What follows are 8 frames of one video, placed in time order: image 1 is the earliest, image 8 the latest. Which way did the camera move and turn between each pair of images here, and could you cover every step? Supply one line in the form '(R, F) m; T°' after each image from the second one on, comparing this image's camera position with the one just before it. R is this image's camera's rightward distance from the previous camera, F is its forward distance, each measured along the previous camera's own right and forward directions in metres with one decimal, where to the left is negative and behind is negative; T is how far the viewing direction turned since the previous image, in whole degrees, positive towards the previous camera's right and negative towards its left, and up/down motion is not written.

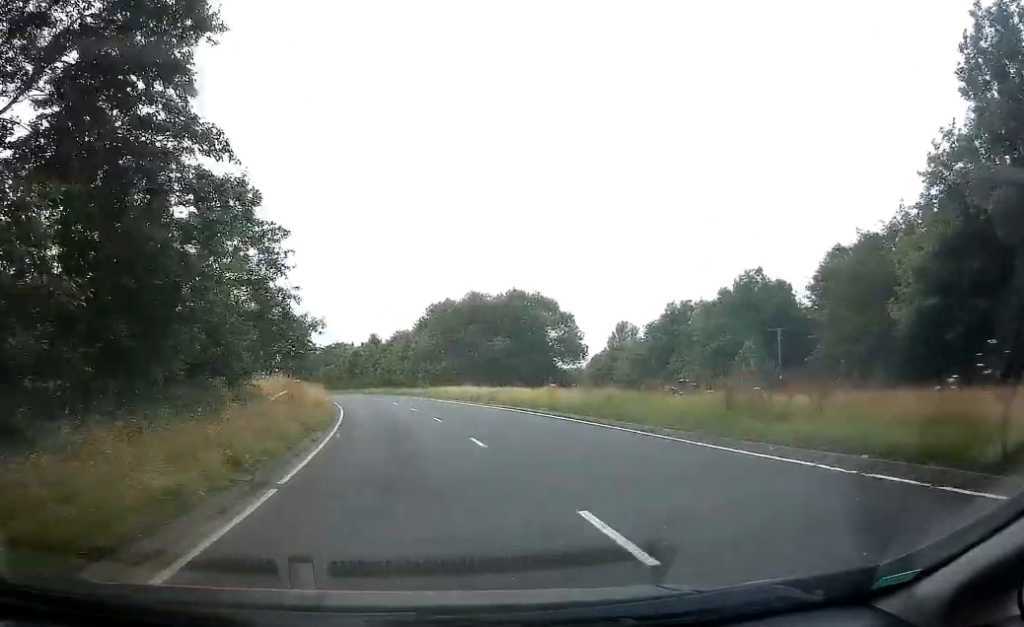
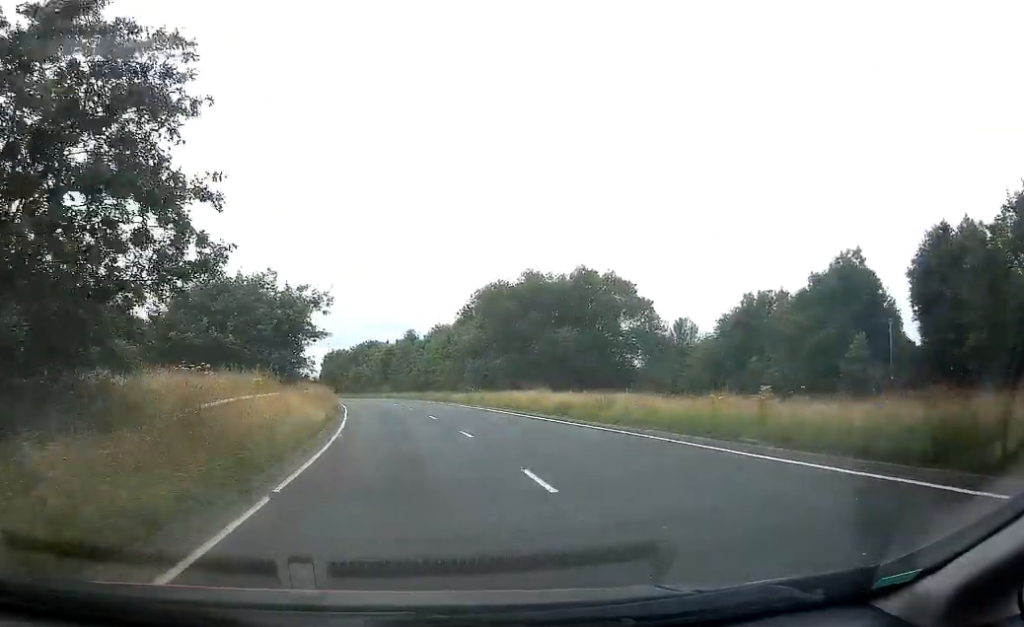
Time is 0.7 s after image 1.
(-0.6, +14.7) m; -3°
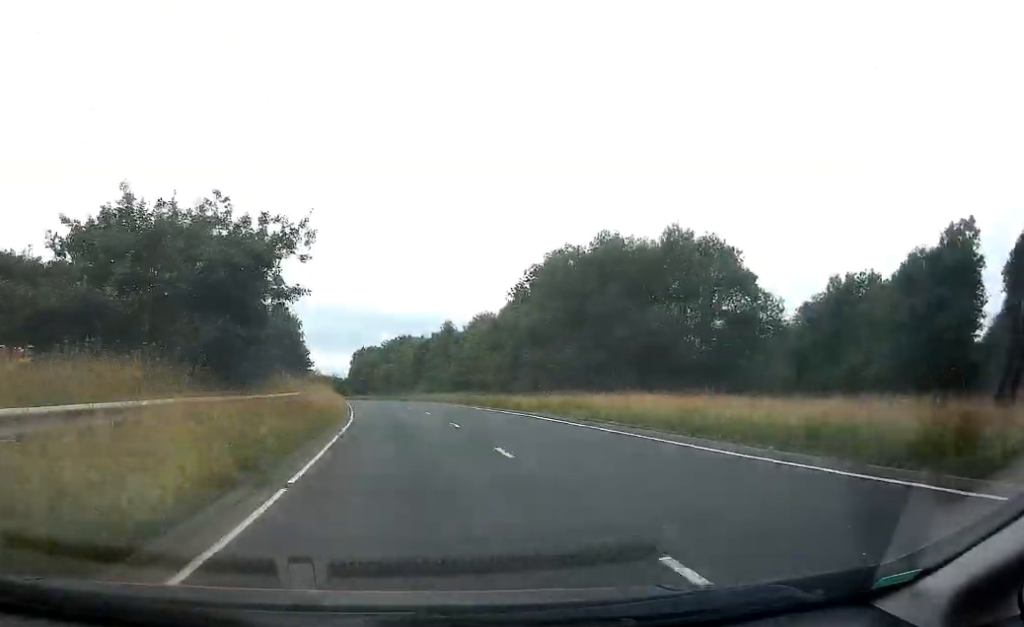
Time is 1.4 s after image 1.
(-0.2, +14.7) m; -3°
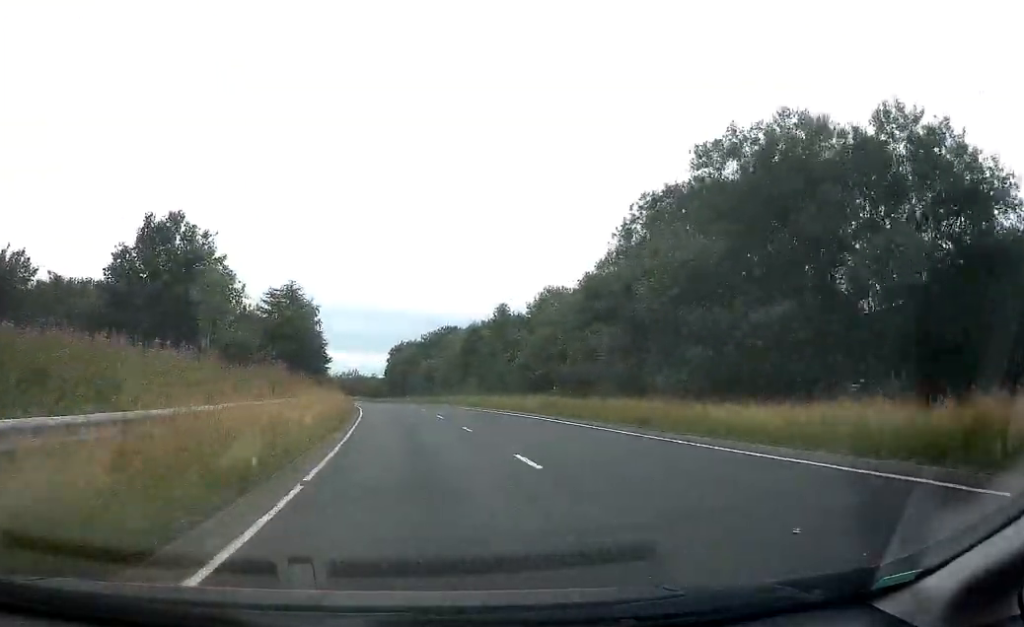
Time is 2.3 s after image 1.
(-0.8, +19.4) m; -3°
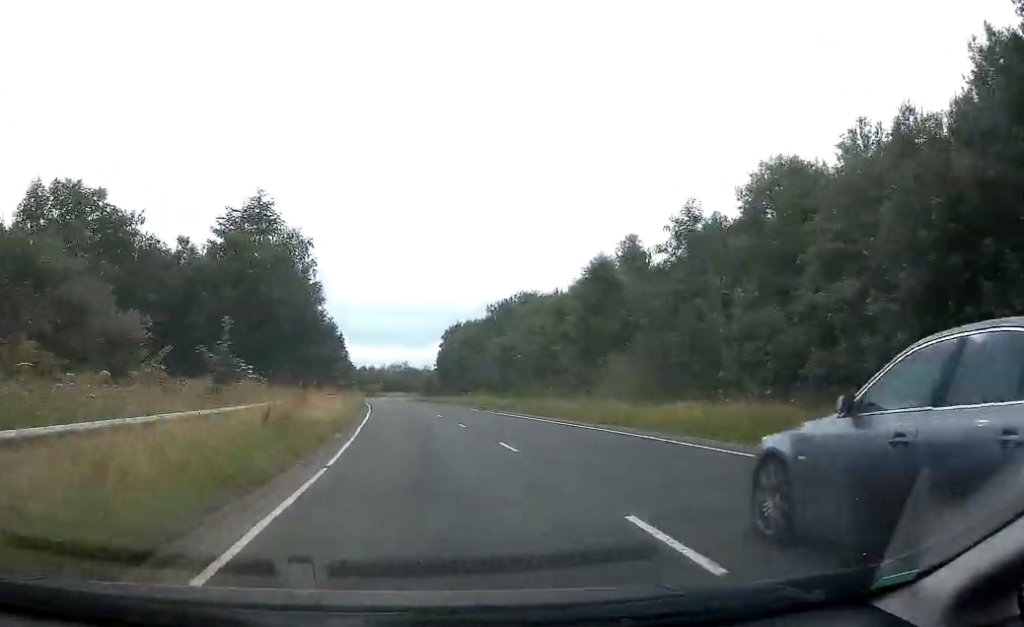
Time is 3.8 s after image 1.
(-0.9, +34.2) m; -3°
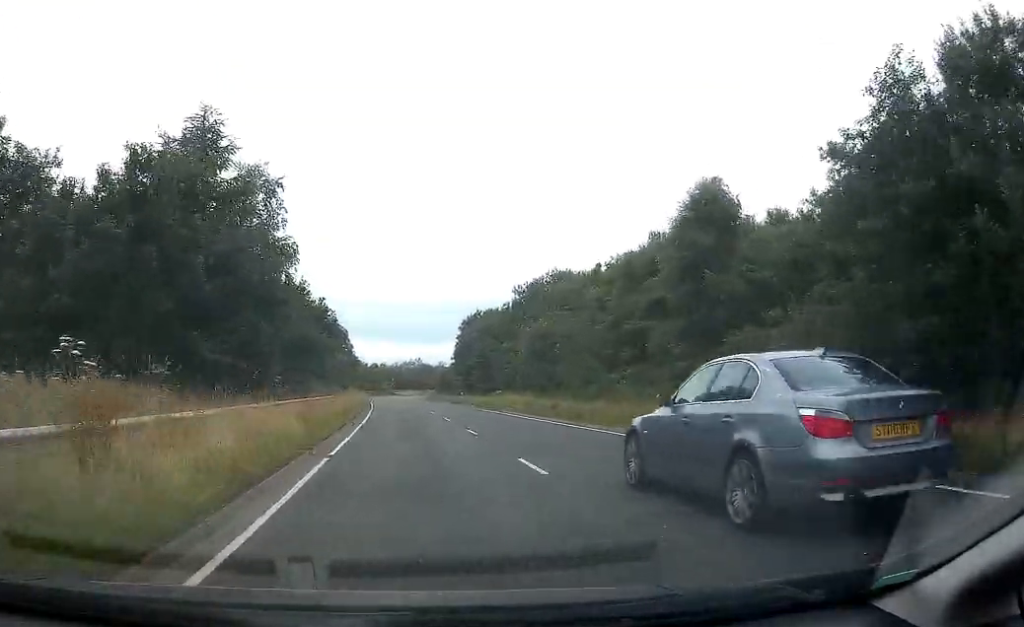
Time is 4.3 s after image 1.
(-0.3, +13.0) m; -2°
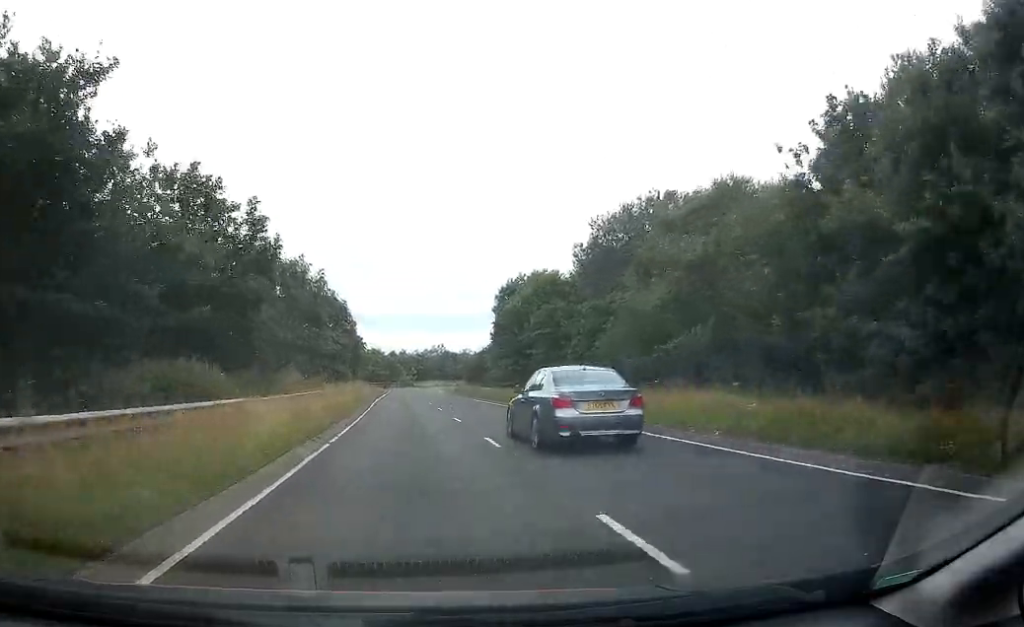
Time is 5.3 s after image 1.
(-0.6, +23.5) m; -2°
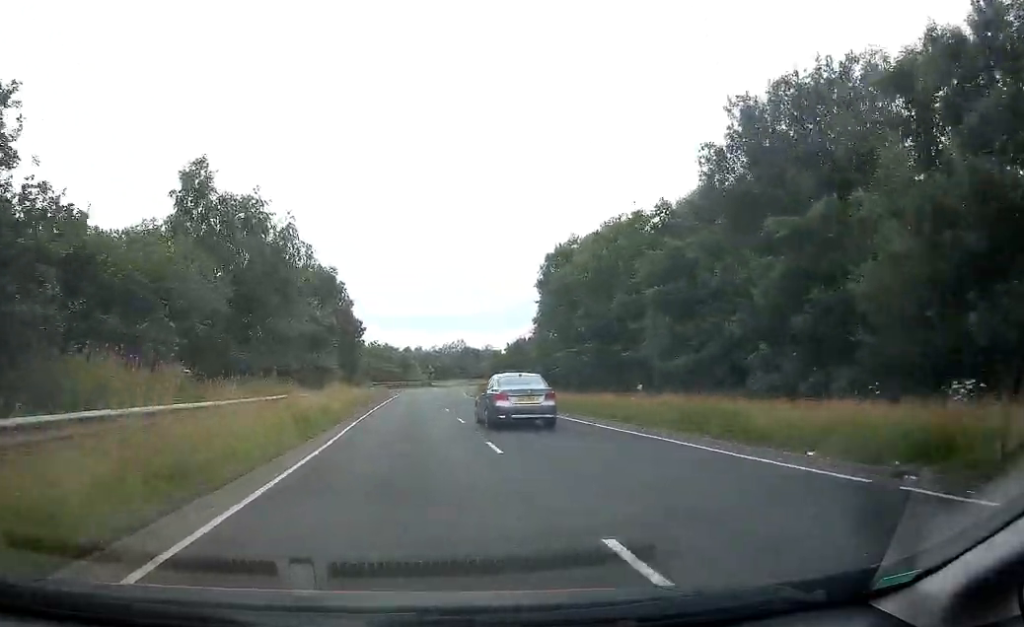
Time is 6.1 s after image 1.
(-0.2, +19.4) m; 0°
